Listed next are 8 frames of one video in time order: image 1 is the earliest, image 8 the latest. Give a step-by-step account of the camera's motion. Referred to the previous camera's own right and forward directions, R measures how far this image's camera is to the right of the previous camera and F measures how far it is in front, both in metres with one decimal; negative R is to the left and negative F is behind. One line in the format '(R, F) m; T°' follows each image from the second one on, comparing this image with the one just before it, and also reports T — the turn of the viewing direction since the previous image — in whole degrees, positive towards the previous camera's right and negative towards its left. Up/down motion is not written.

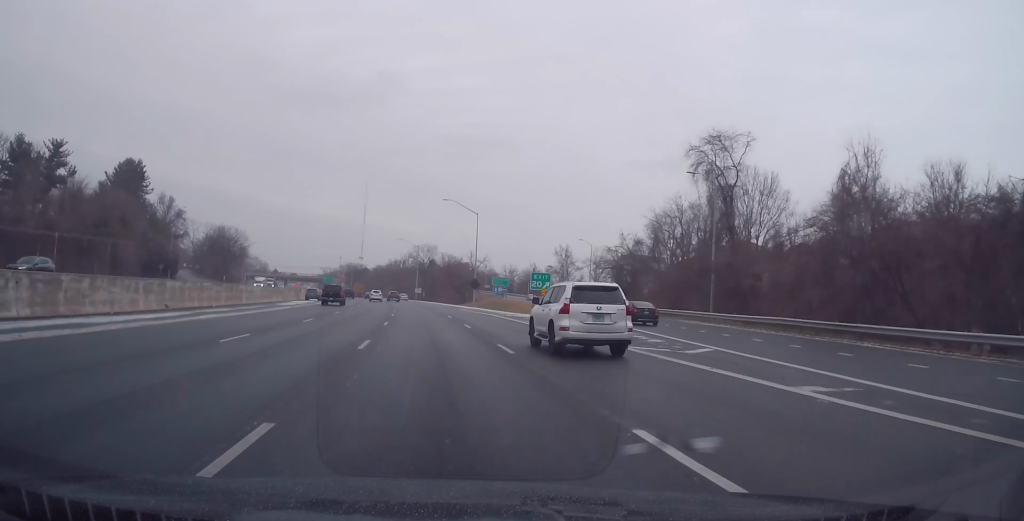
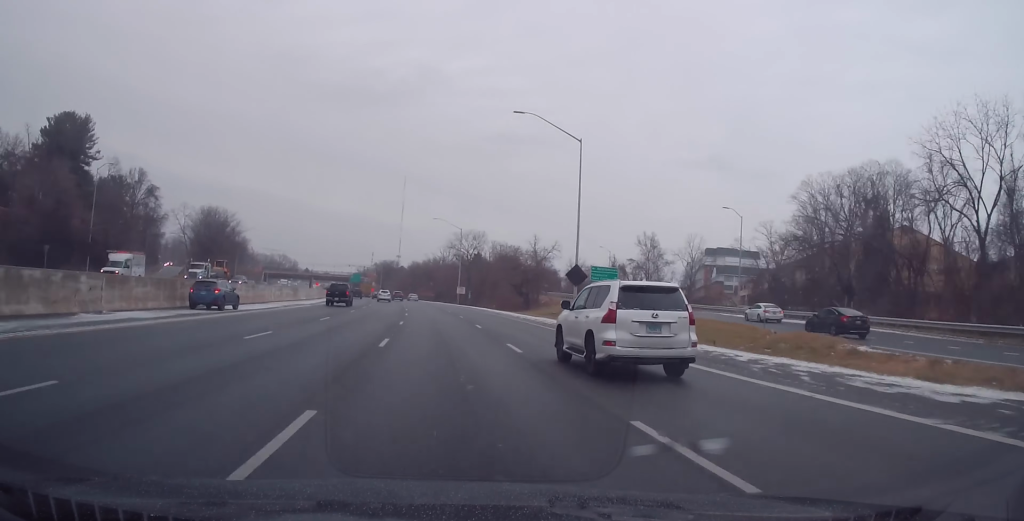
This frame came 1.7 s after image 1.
(-1.3, +49.6) m; -3°
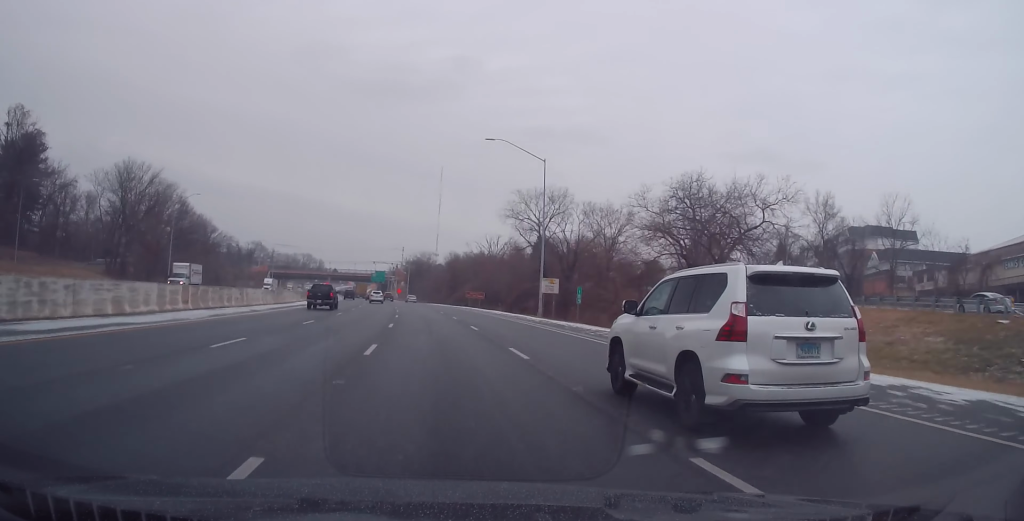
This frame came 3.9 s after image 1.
(-2.6, +63.5) m; -4°
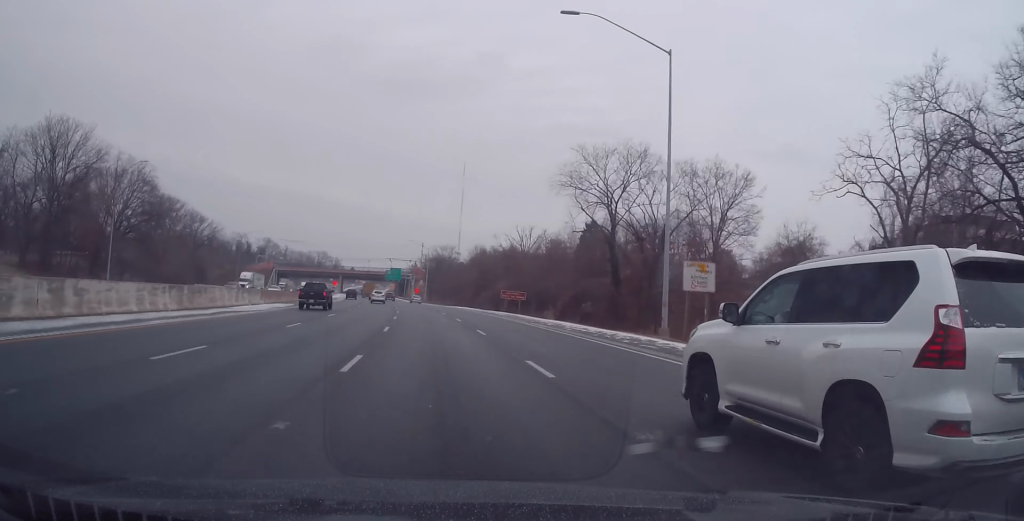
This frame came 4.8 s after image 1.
(-0.5, +27.2) m; -2°
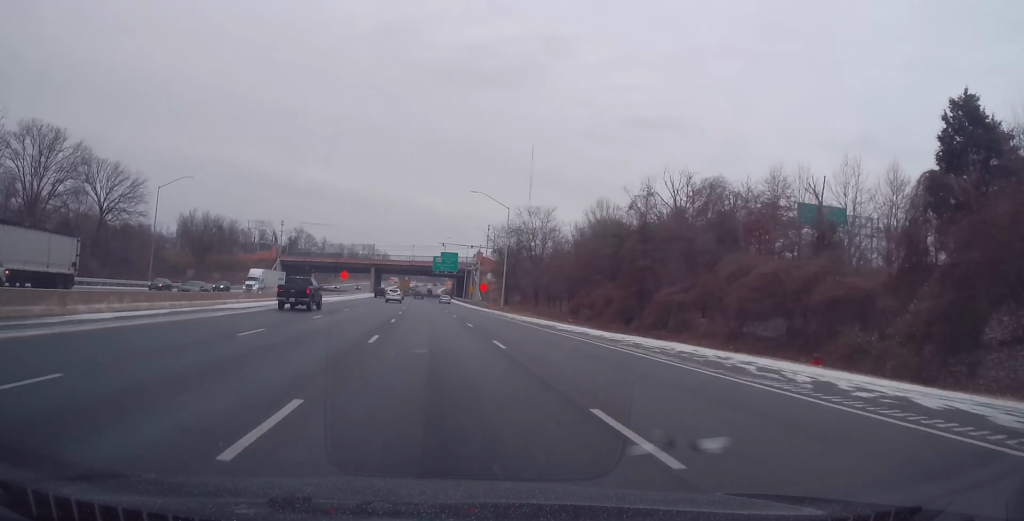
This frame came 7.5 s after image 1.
(-3.0, +78.3) m; -5°
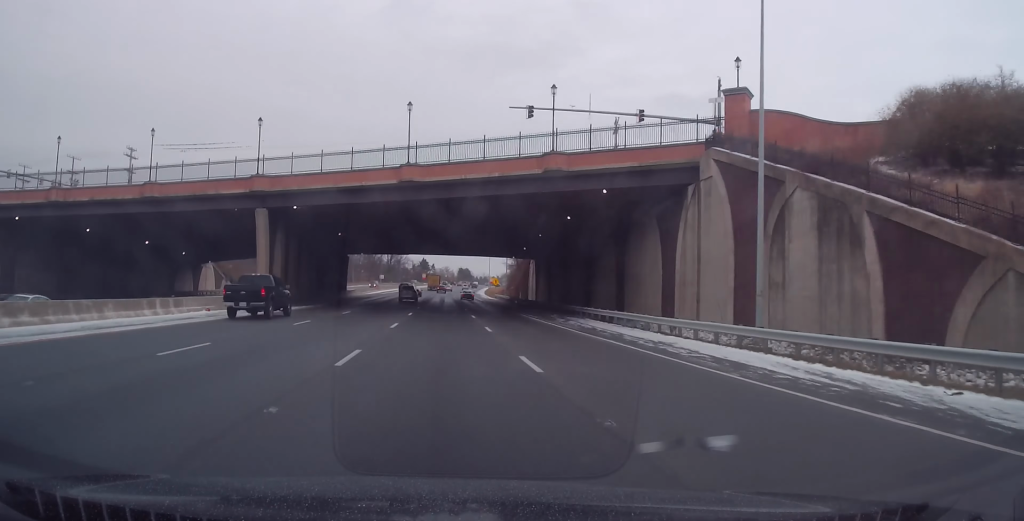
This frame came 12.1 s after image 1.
(-4.7, +150.4) m; -1°
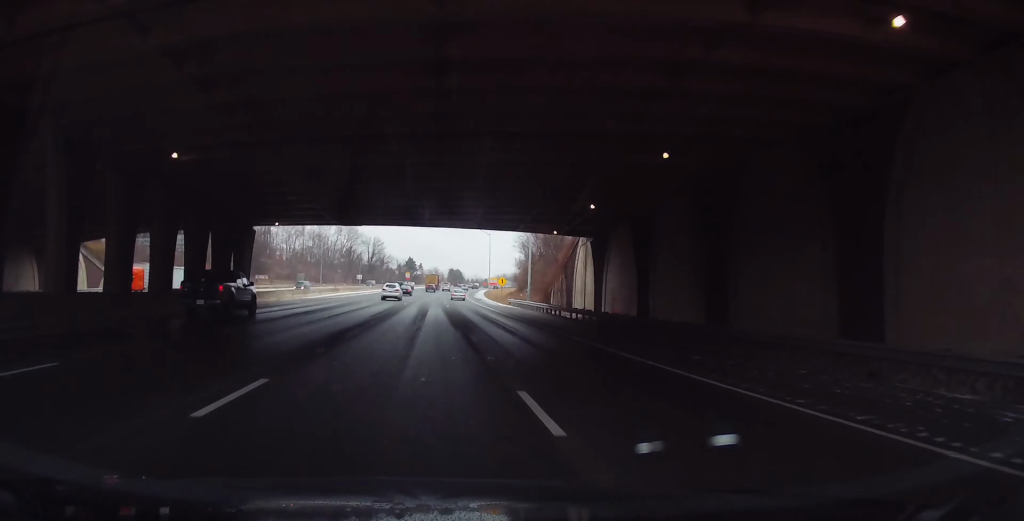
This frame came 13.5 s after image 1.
(+0.3, +49.7) m; 0°
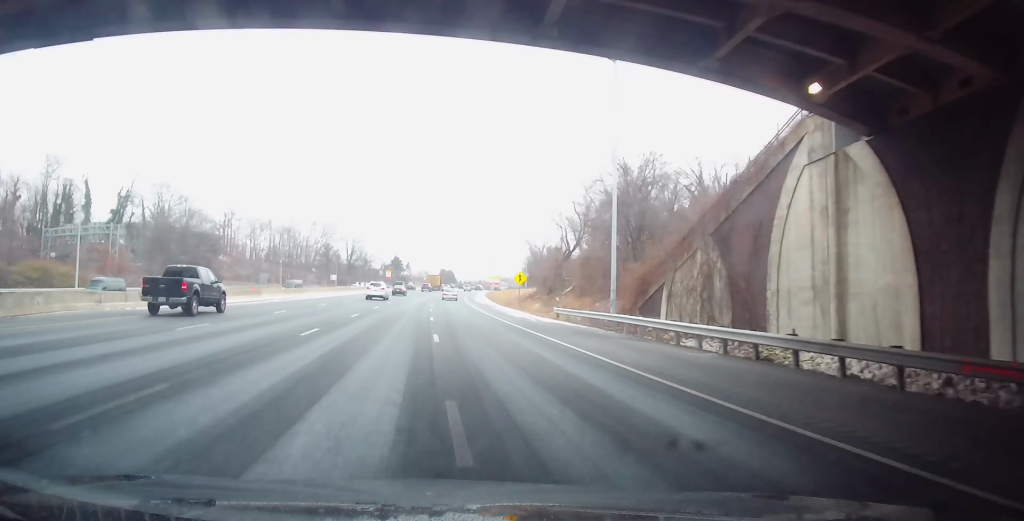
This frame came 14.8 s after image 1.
(-0.1, +49.0) m; +1°
